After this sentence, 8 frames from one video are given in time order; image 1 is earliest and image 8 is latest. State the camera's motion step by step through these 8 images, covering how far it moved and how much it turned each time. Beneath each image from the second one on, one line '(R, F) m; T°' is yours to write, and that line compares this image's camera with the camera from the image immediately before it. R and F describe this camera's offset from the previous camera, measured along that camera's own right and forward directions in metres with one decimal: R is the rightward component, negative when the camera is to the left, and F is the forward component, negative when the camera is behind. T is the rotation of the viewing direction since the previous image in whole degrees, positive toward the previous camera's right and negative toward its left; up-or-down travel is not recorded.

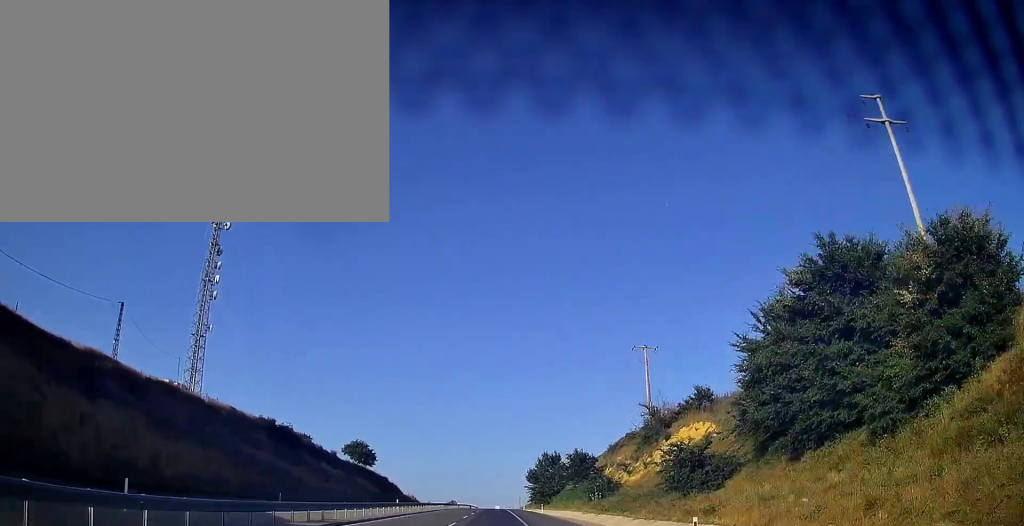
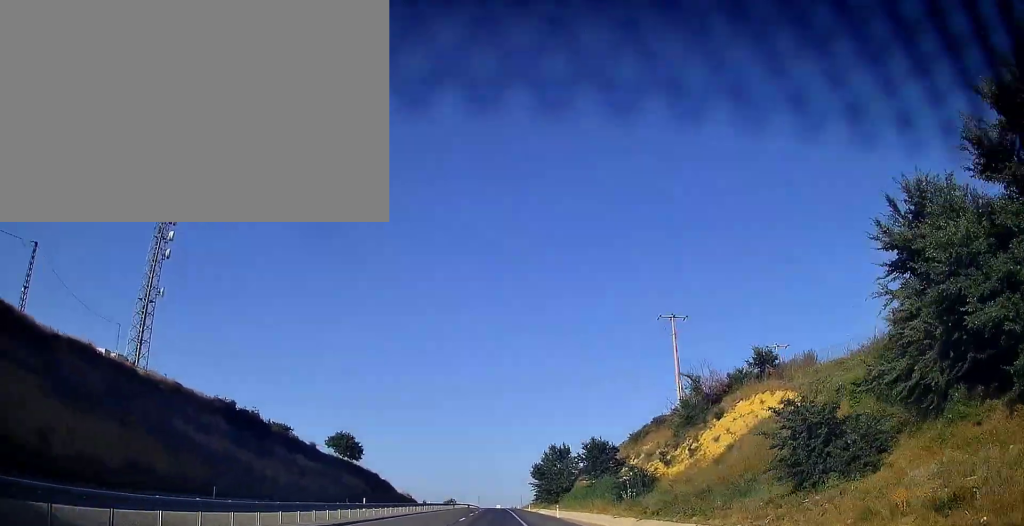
(-0.1, +15.4) m; 0°
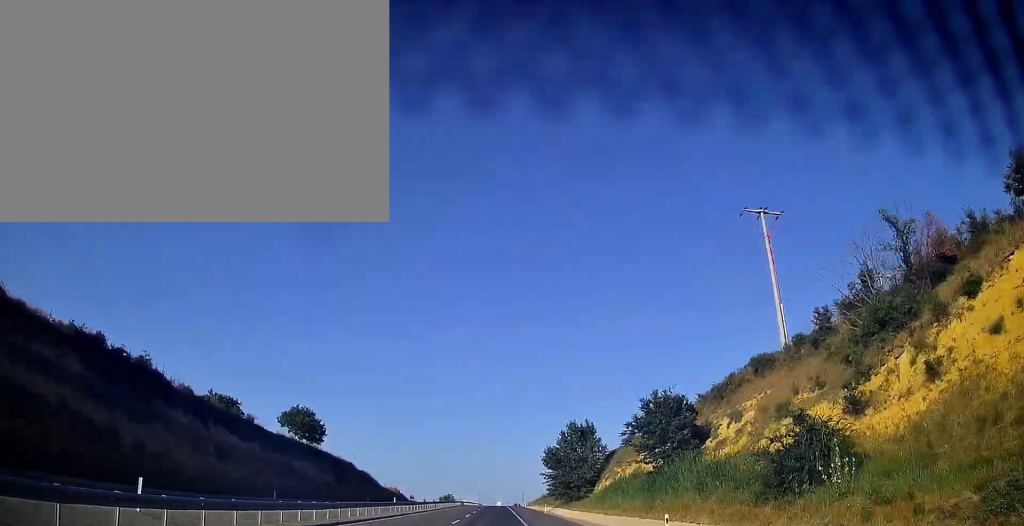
(-0.1, +29.8) m; 0°
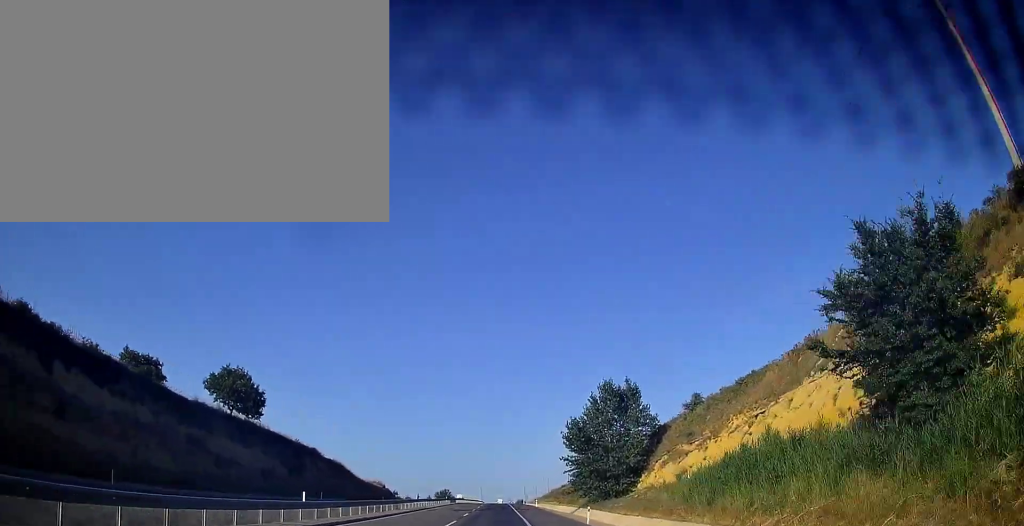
(0.0, +27.9) m; 0°
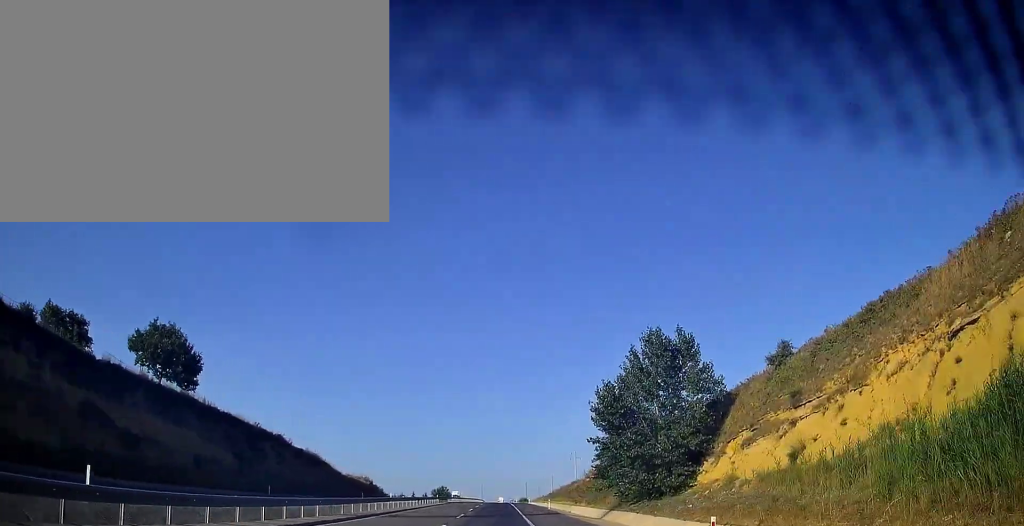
(0.0, +16.8) m; 0°
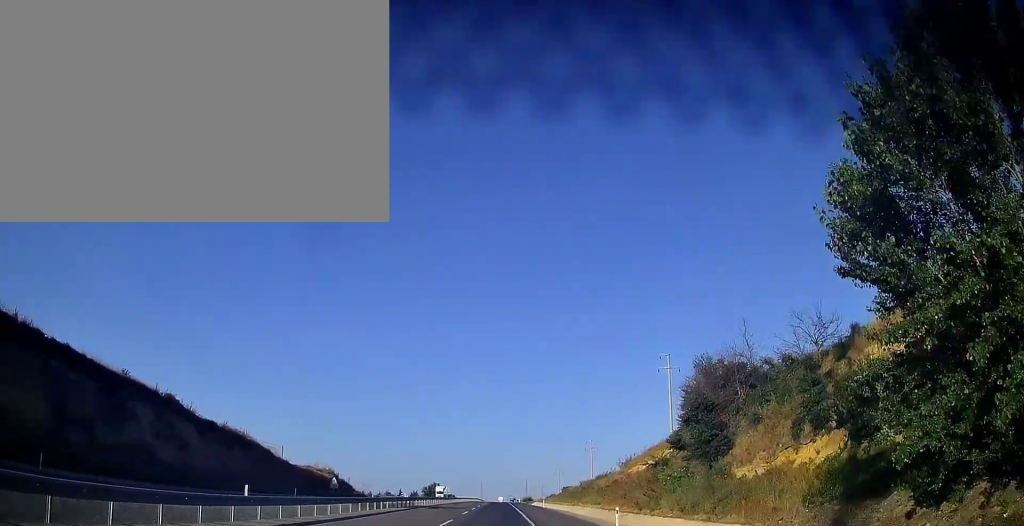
(0.0, +33.5) m; 0°
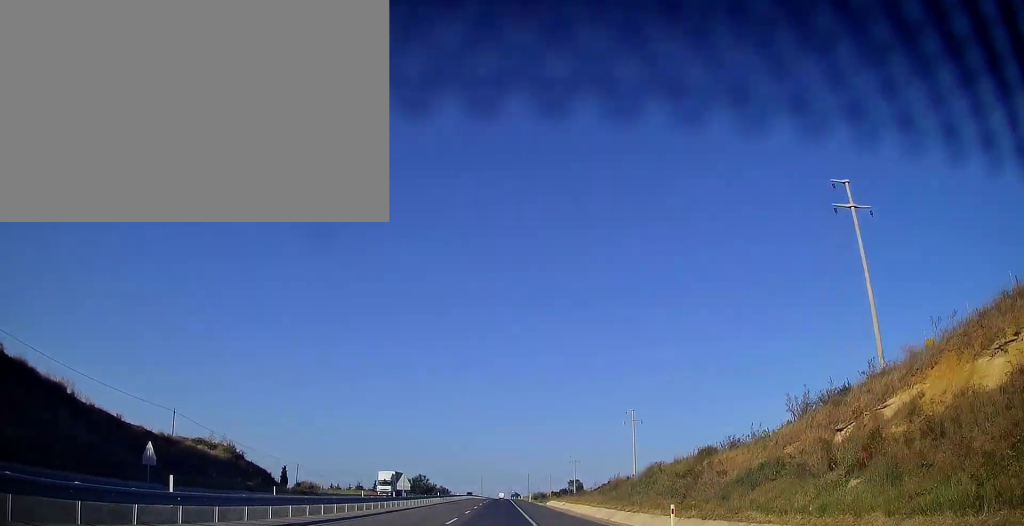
(0.0, +46.5) m; 0°
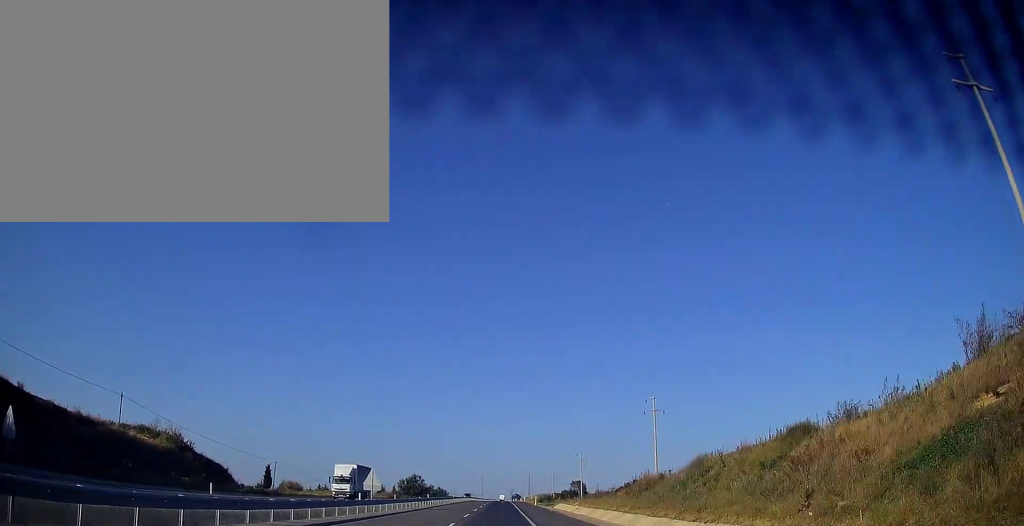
(-0.1, +15.3) m; 0°
